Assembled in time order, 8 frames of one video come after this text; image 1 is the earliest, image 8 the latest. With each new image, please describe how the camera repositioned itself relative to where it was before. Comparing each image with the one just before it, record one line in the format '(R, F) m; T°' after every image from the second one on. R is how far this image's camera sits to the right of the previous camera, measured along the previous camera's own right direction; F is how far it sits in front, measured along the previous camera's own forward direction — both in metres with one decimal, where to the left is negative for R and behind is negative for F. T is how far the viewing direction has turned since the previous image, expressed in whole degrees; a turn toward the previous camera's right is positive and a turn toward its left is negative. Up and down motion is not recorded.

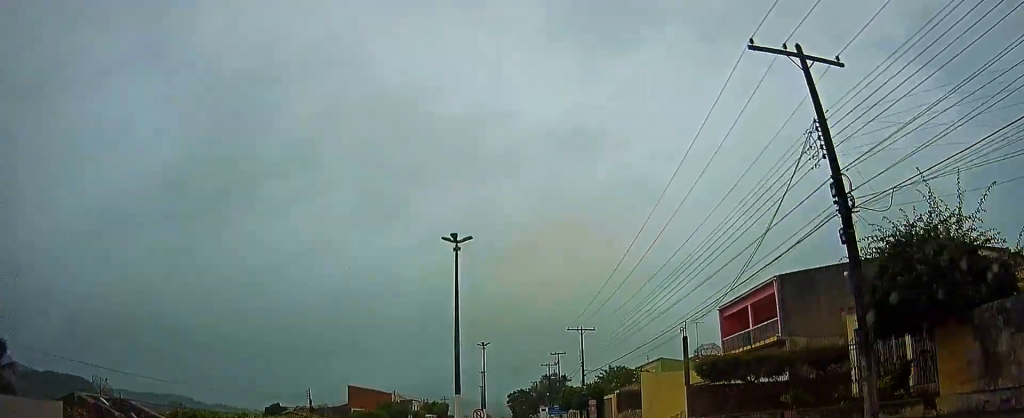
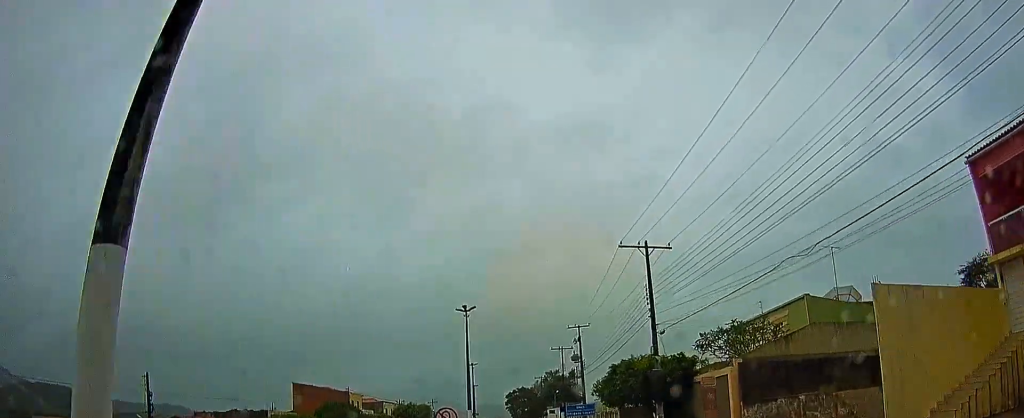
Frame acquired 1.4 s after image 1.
(-0.6, +25.4) m; 0°
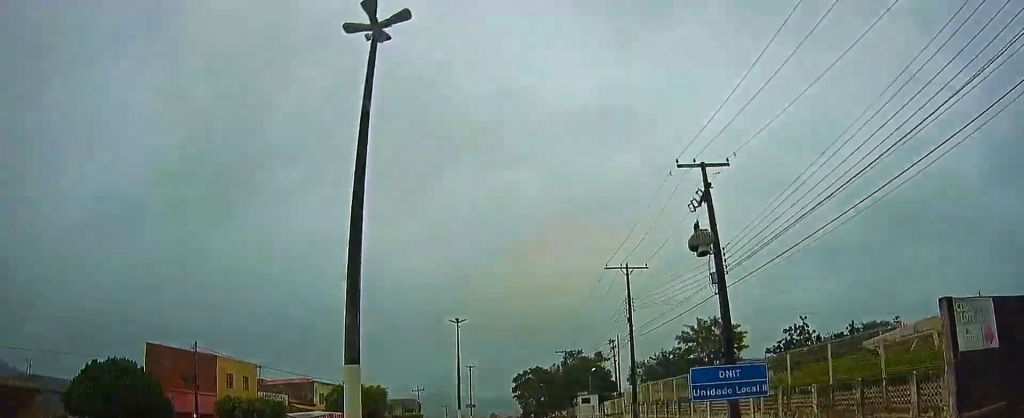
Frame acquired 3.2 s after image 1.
(+1.0, +34.3) m; 0°
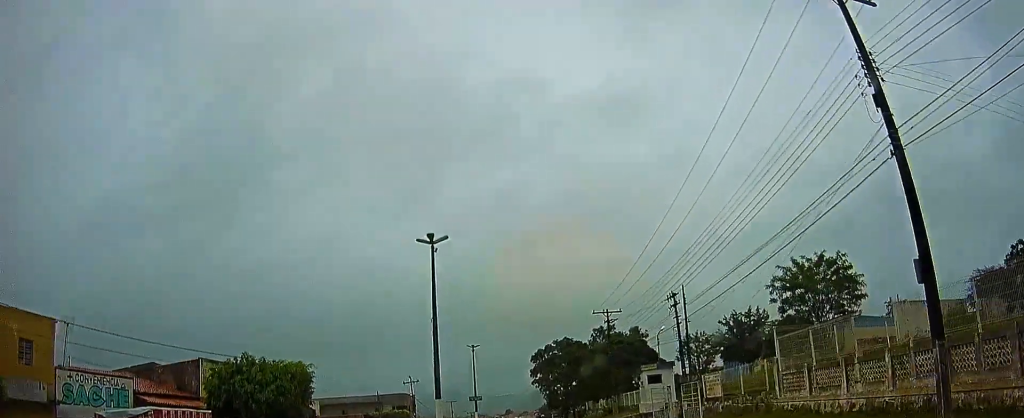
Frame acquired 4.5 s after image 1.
(-0.7, +23.9) m; -1°
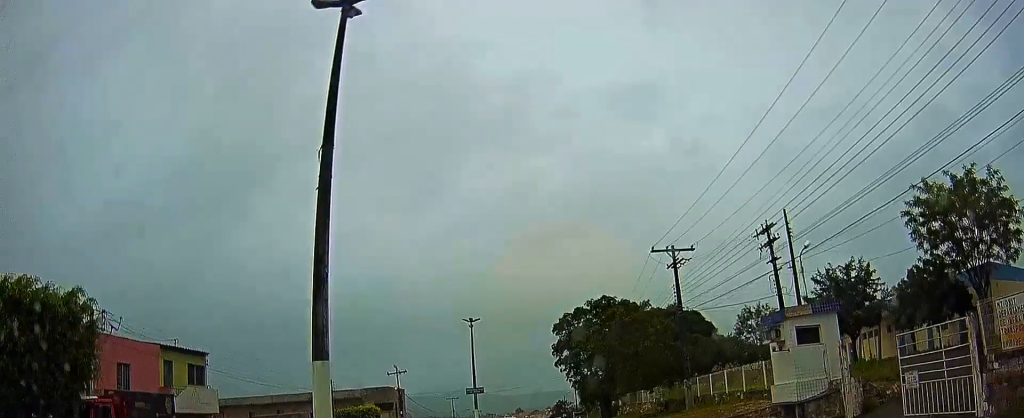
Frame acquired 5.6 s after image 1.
(+0.2, +18.9) m; +1°
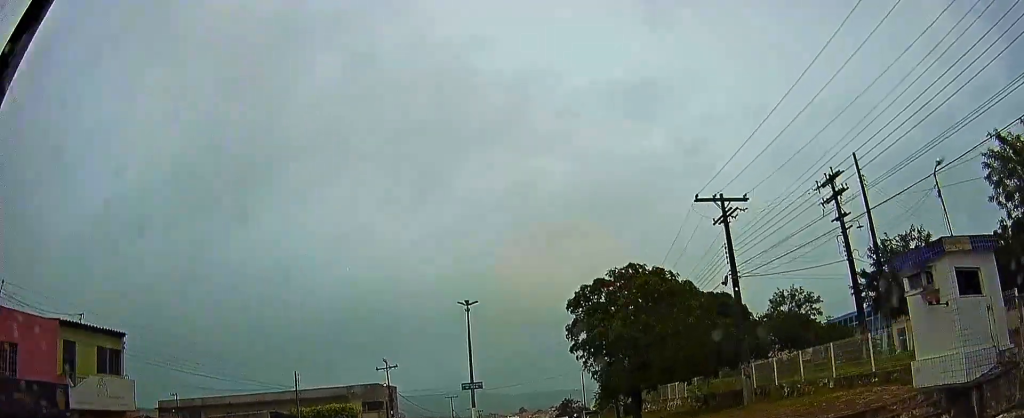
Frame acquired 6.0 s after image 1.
(+0.2, +7.8) m; 0°
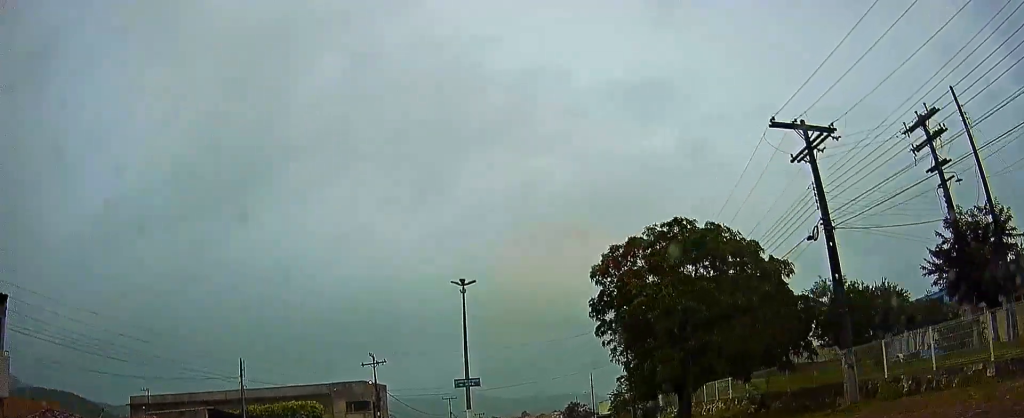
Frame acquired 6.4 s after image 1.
(+0.1, +7.8) m; 0°
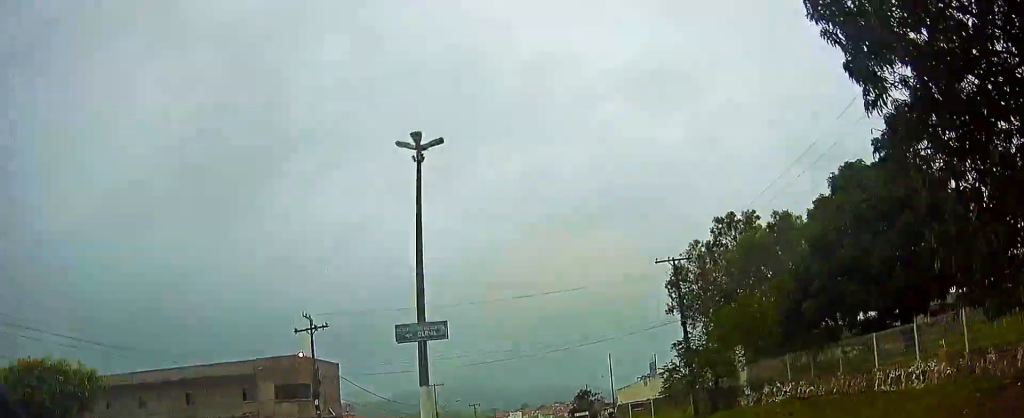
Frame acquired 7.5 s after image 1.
(-0.4, +18.1) m; -1°
